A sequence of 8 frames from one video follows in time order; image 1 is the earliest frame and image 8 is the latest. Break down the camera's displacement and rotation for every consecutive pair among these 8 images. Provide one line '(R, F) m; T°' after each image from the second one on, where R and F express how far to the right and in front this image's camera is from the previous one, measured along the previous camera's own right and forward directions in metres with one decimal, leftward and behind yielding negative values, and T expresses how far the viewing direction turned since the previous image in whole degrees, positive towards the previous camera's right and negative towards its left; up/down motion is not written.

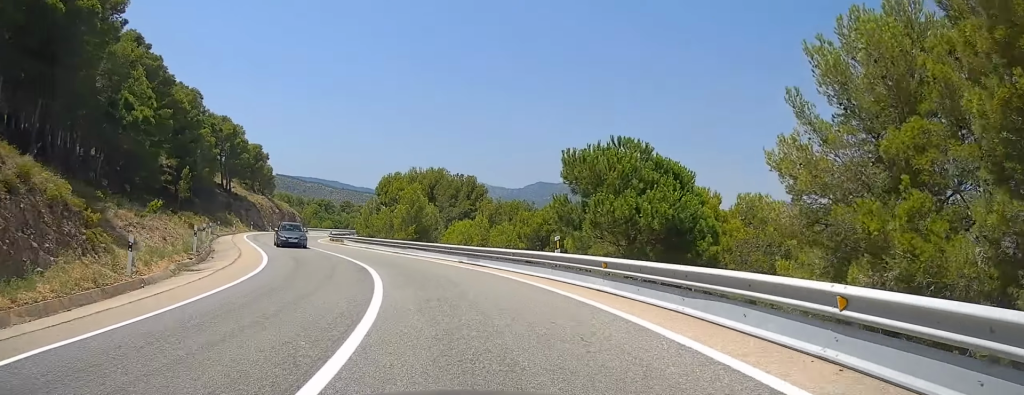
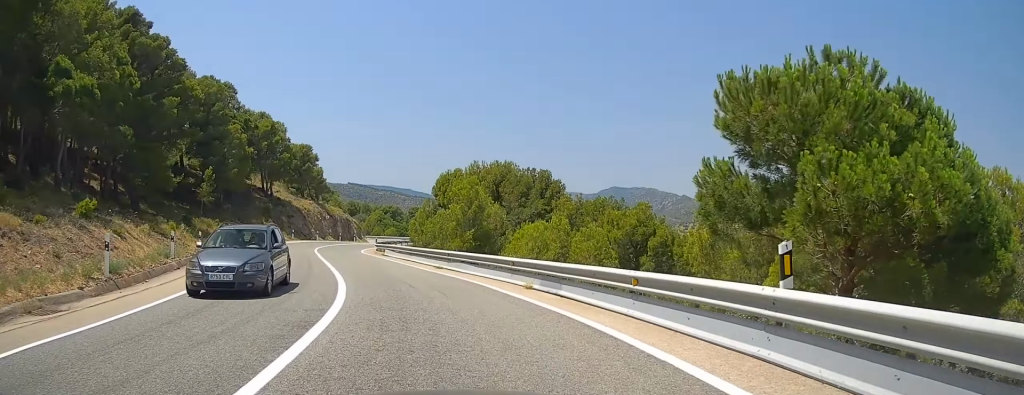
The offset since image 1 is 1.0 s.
(-0.6, +11.1) m; -9°
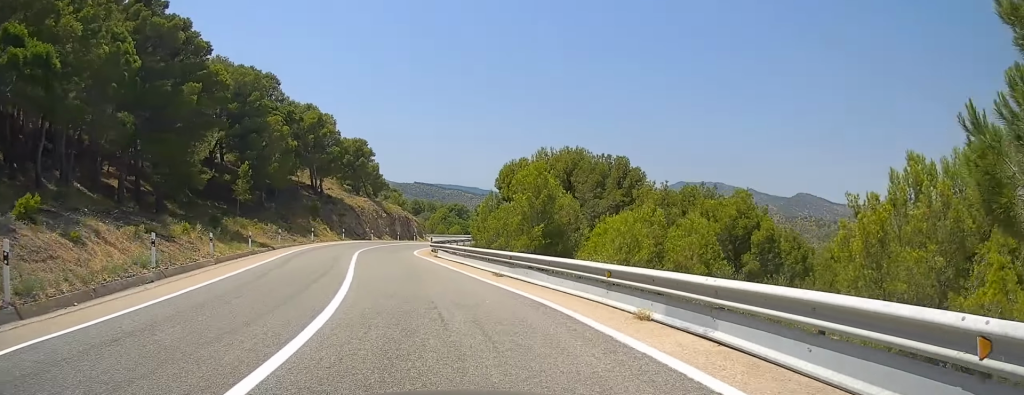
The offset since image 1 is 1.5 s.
(-0.2, +6.6) m; -6°
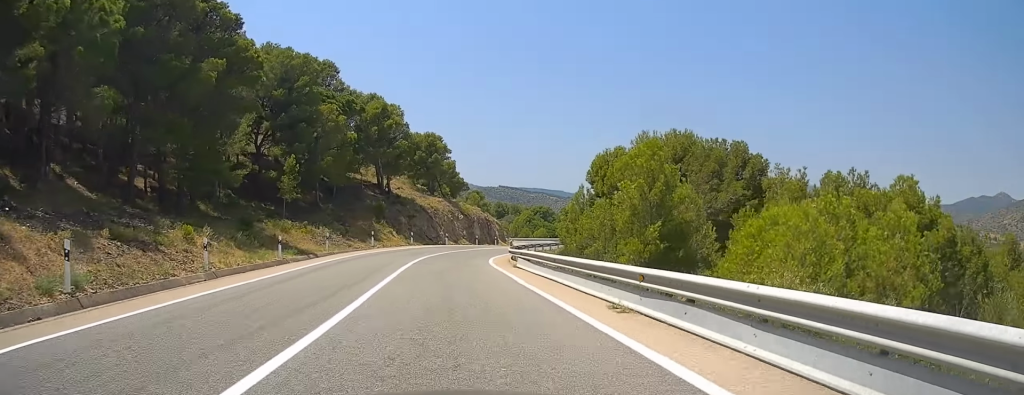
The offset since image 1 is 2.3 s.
(-0.8, +8.6) m; -5°
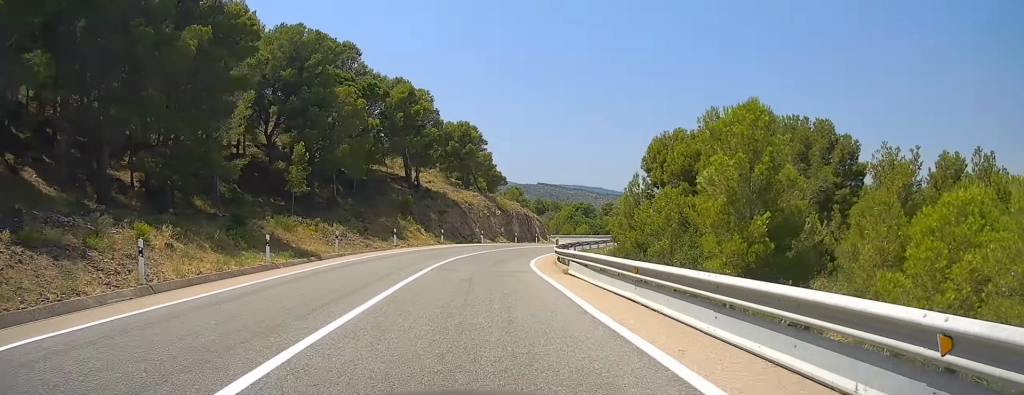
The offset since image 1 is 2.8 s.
(-0.1, +6.7) m; -1°
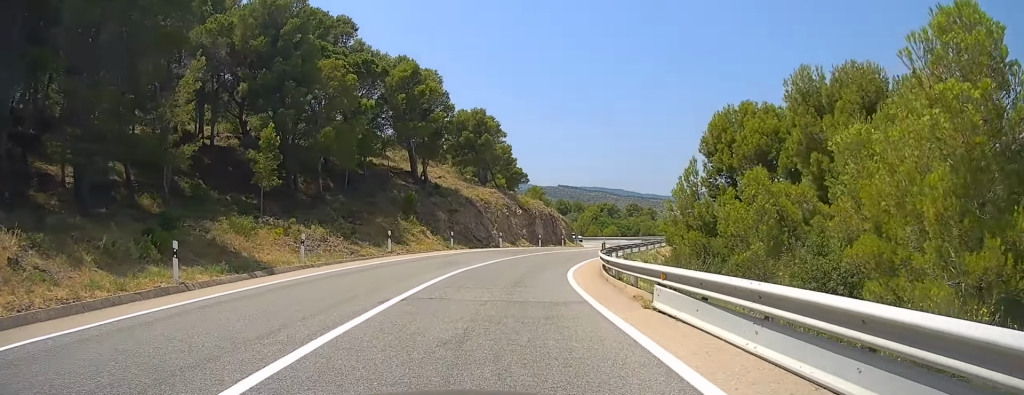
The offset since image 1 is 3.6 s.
(0.0, +9.1) m; -1°
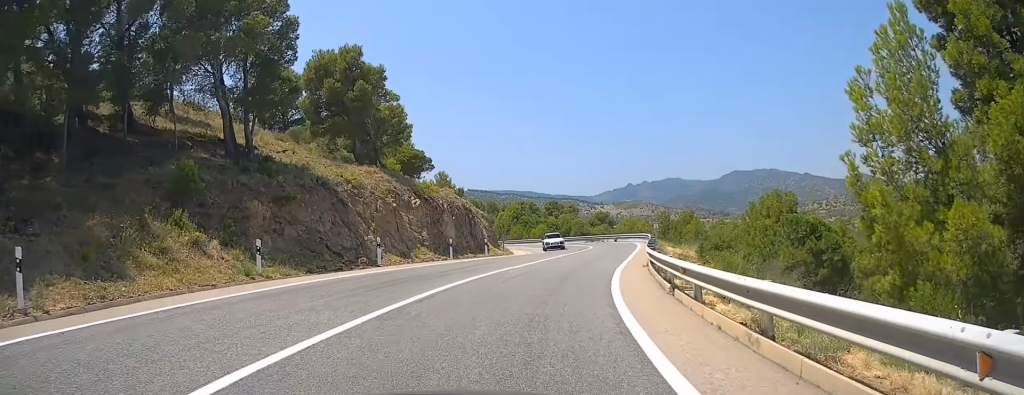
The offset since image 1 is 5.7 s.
(+0.2, +24.0) m; +6°
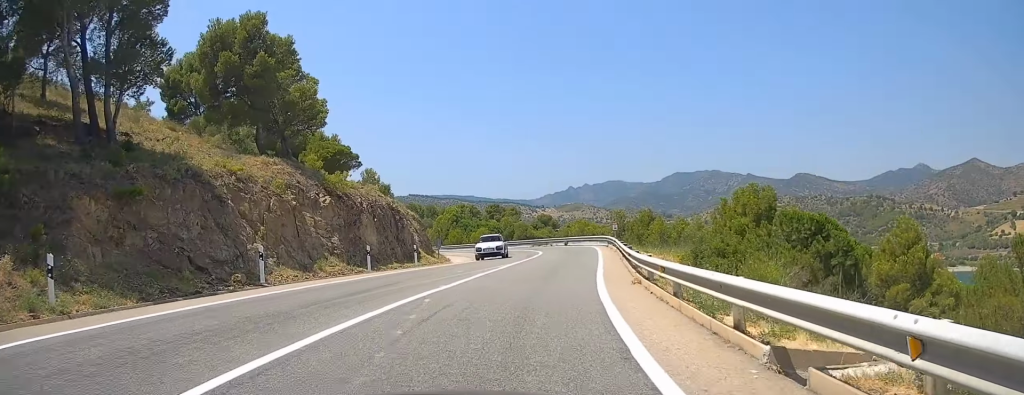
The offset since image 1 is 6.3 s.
(+0.4, +7.7) m; +5°
